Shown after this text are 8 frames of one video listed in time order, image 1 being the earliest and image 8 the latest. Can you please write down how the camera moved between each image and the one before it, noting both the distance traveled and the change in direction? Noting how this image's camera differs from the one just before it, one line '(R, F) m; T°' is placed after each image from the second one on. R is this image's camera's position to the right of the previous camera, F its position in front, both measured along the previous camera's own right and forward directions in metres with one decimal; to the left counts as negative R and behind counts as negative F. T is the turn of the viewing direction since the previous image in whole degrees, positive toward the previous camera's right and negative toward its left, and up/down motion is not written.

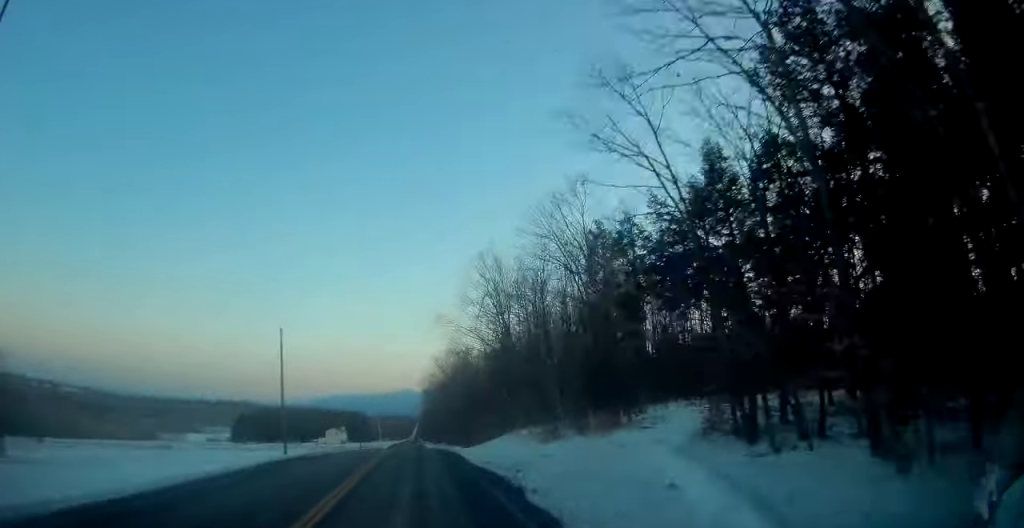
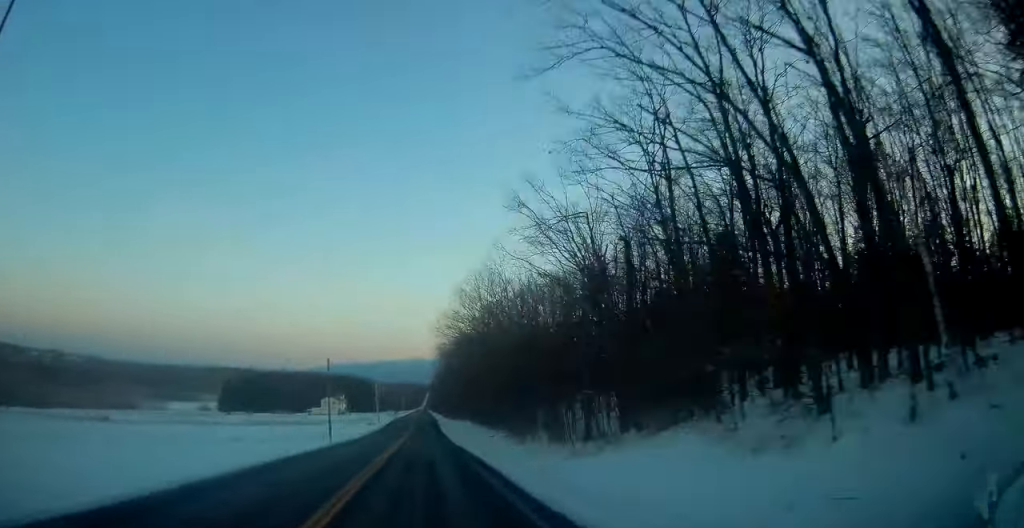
(-0.2, +46.8) m; 0°
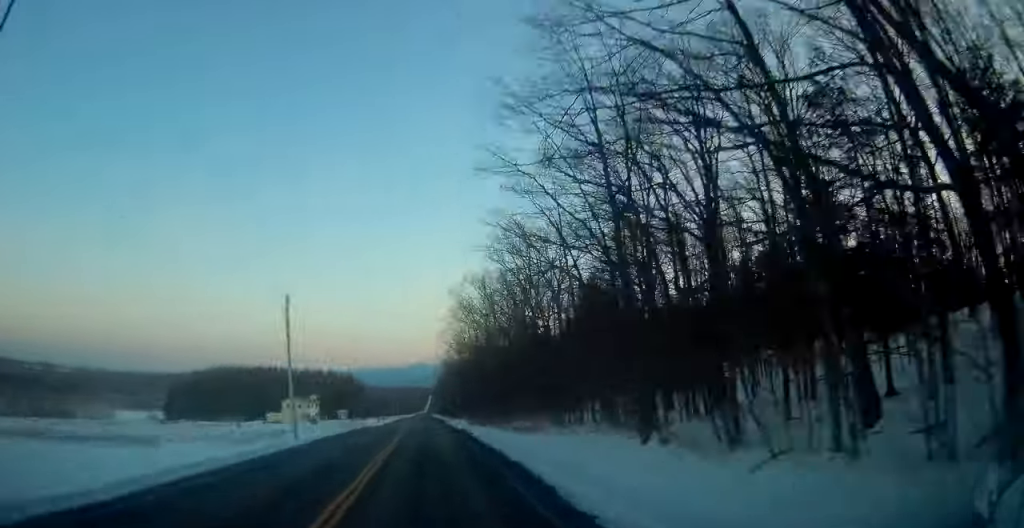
(-0.5, +81.0) m; 0°
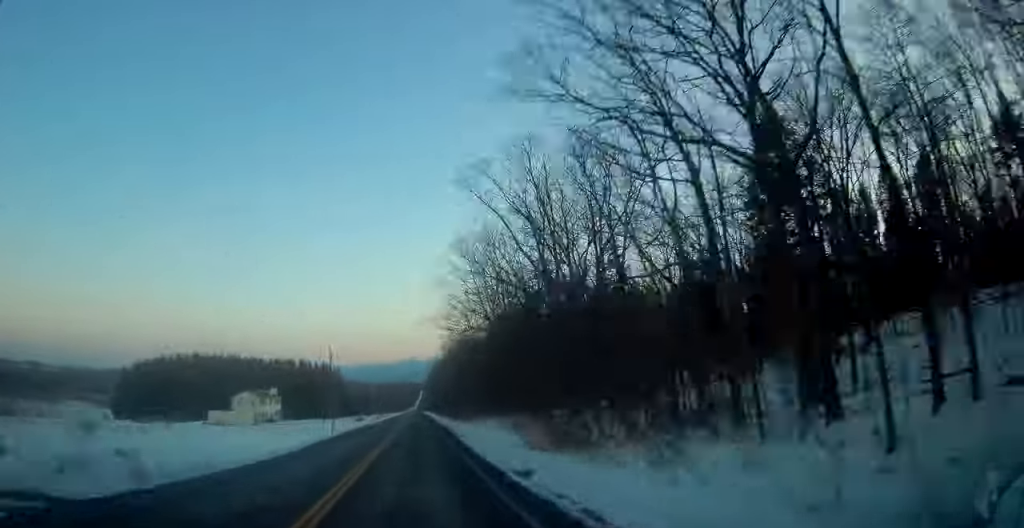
(0.0, +44.6) m; 0°
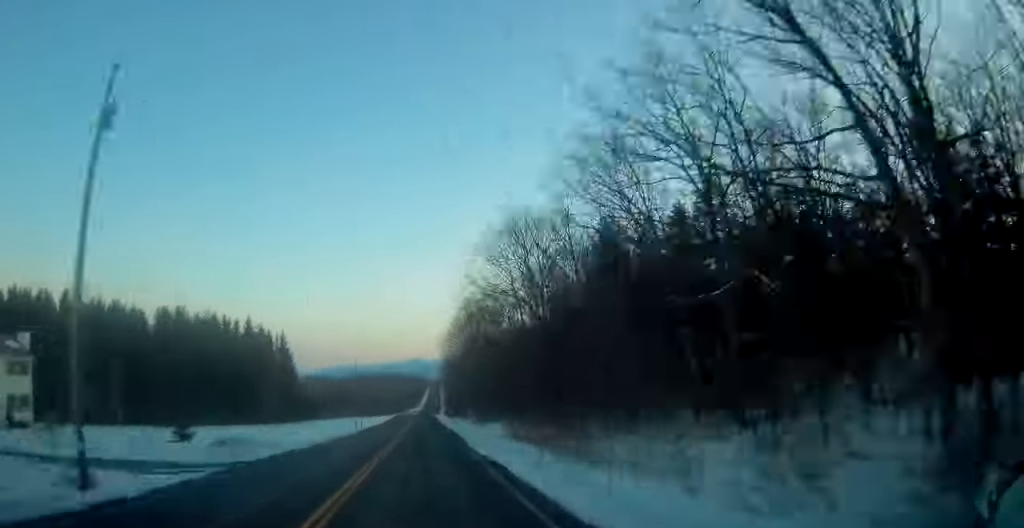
(+0.1, +112.7) m; 0°
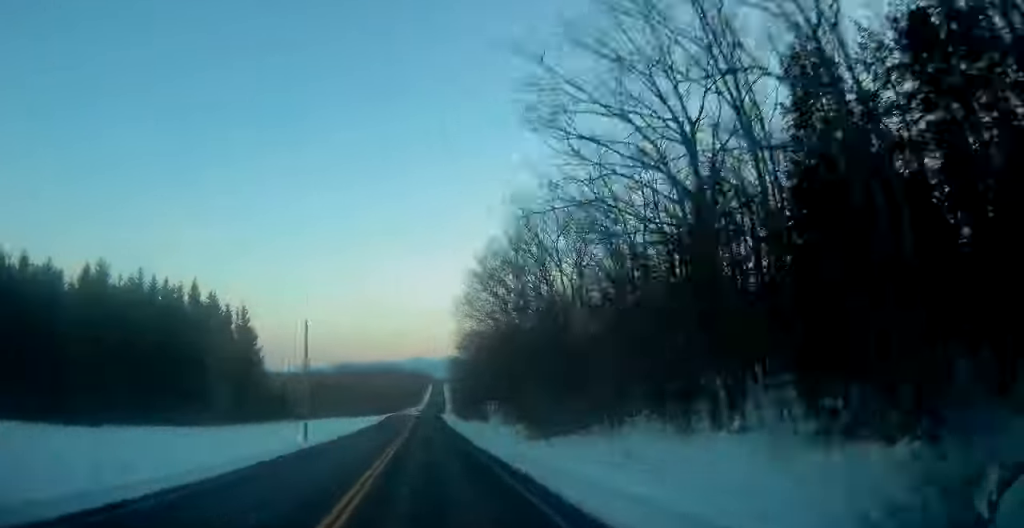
(-0.1, +34.0) m; 0°
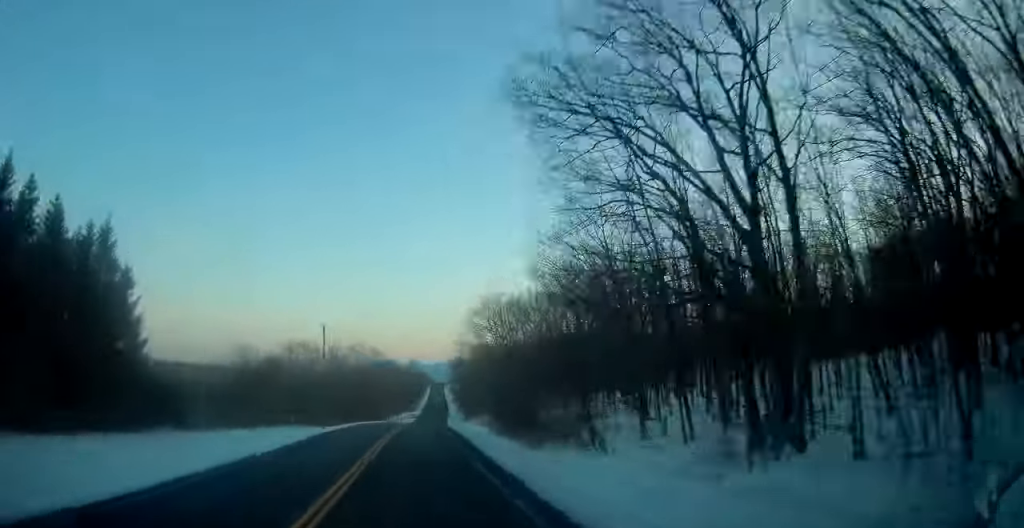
(+0.2, +52.0) m; 0°
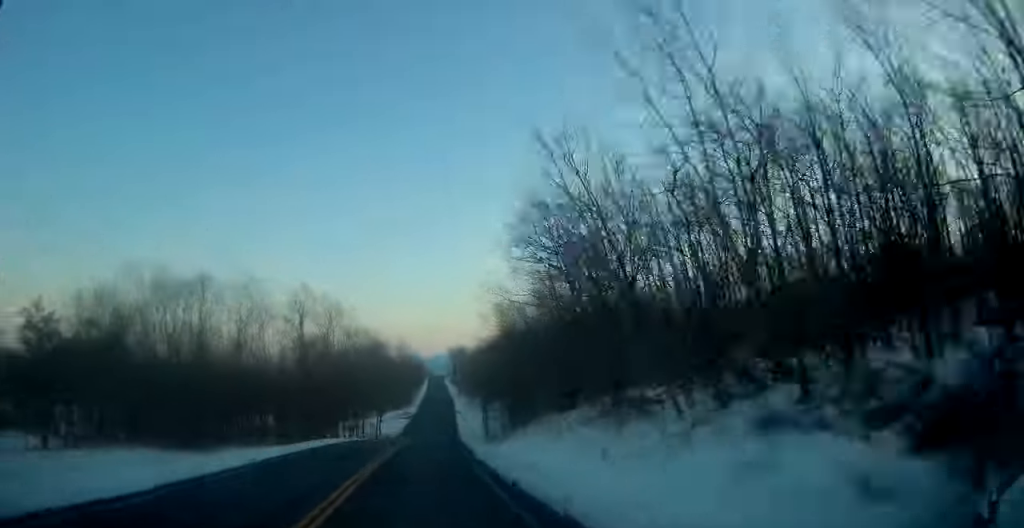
(+0.2, +51.7) m; +1°
